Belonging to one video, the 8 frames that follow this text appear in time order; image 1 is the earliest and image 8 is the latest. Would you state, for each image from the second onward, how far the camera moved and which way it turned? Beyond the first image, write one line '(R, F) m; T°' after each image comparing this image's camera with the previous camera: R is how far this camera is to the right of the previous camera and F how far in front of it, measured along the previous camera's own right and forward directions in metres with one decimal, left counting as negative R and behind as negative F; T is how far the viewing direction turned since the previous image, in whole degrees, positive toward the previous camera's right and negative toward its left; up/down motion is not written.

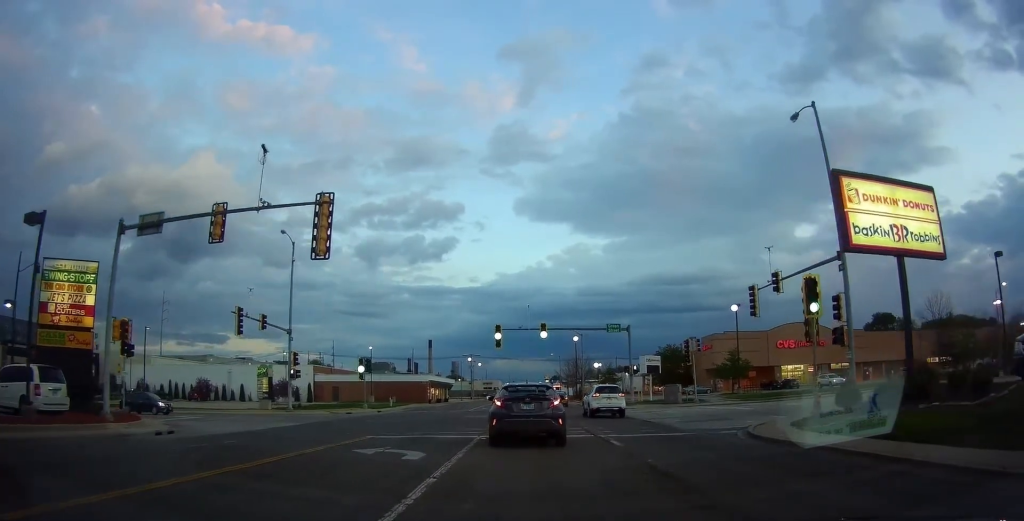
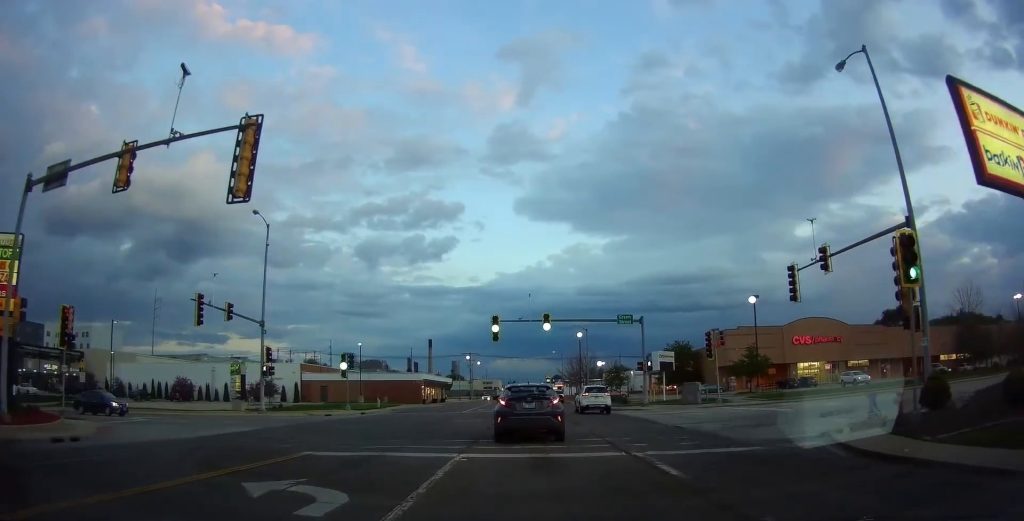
(-0.2, +5.6) m; -2°
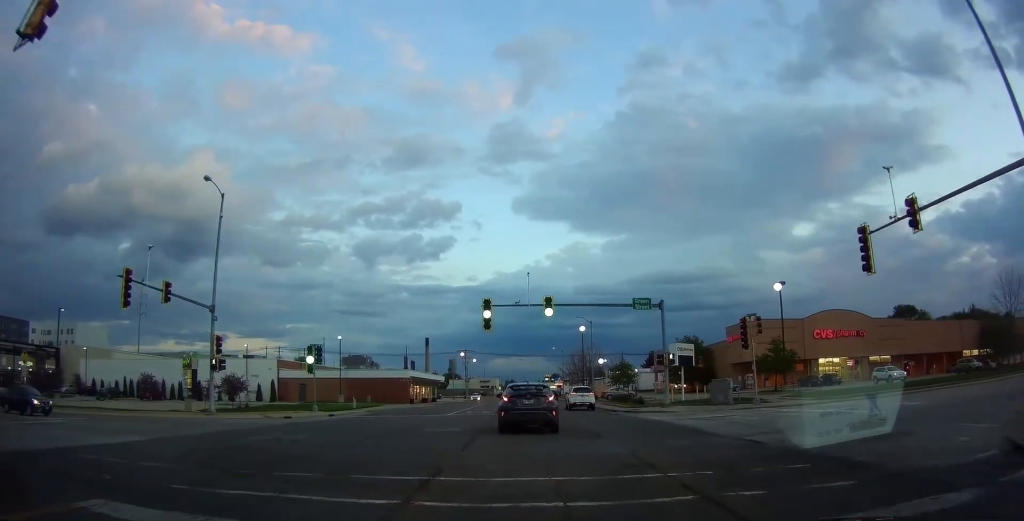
(0.0, +7.4) m; 0°
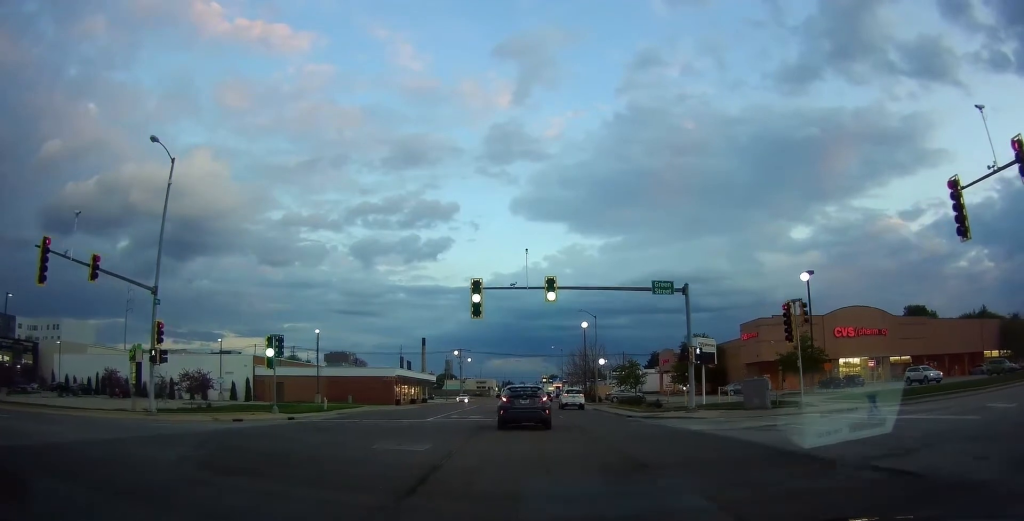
(0.0, +6.7) m; 0°
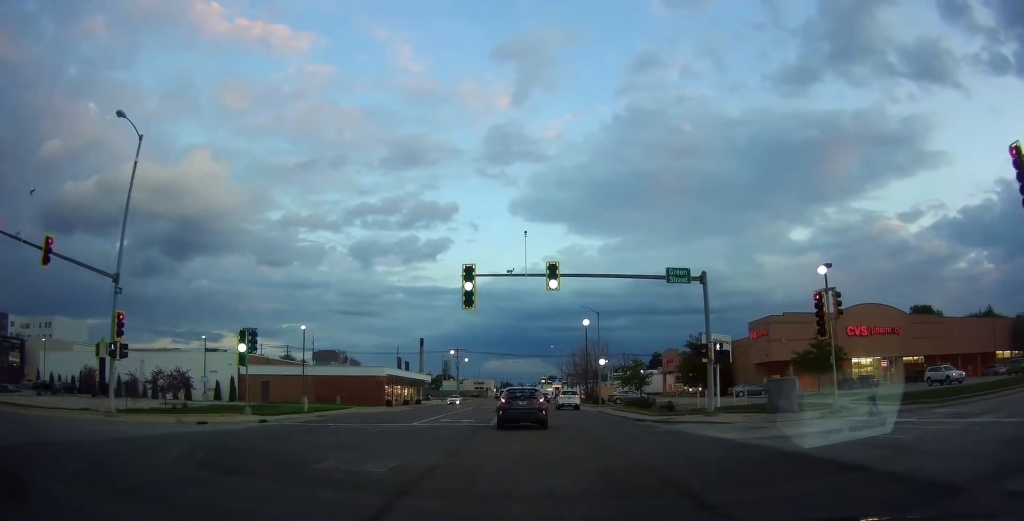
(0.0, +3.7) m; 0°
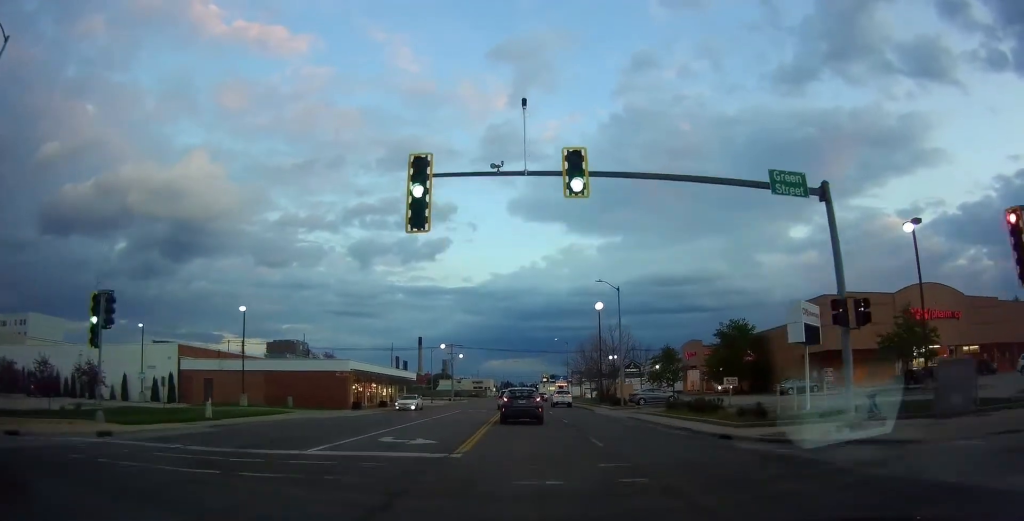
(0.0, +12.8) m; 0°
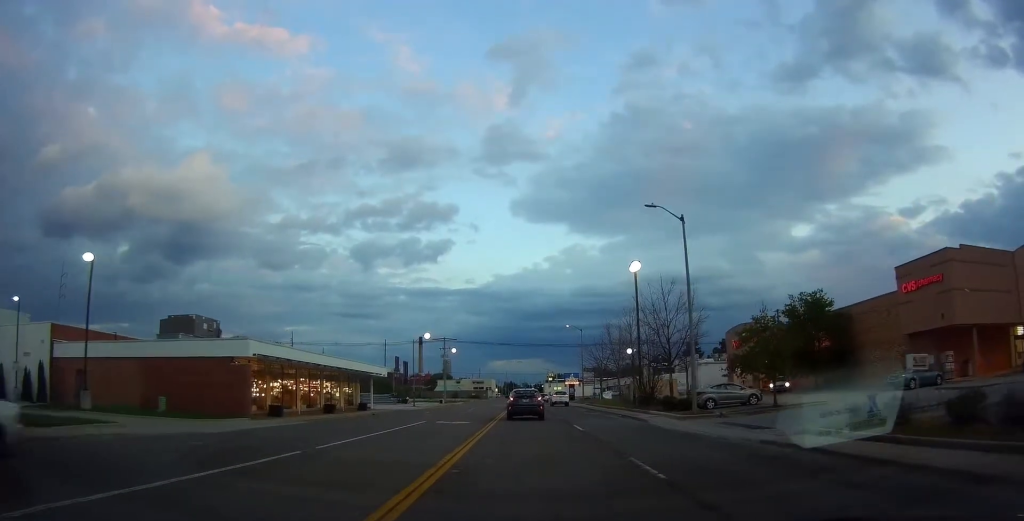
(0.0, +18.3) m; 0°
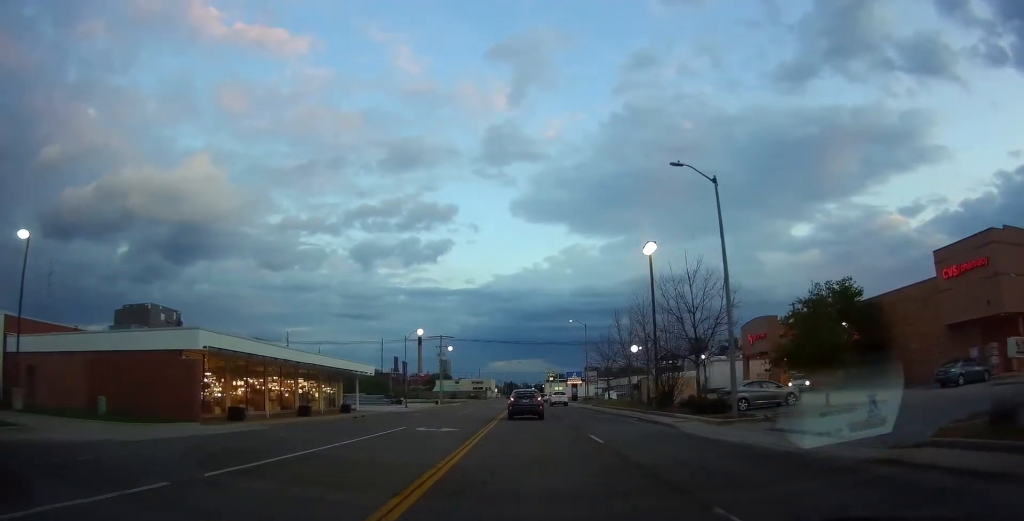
(0.0, +5.4) m; 0°
